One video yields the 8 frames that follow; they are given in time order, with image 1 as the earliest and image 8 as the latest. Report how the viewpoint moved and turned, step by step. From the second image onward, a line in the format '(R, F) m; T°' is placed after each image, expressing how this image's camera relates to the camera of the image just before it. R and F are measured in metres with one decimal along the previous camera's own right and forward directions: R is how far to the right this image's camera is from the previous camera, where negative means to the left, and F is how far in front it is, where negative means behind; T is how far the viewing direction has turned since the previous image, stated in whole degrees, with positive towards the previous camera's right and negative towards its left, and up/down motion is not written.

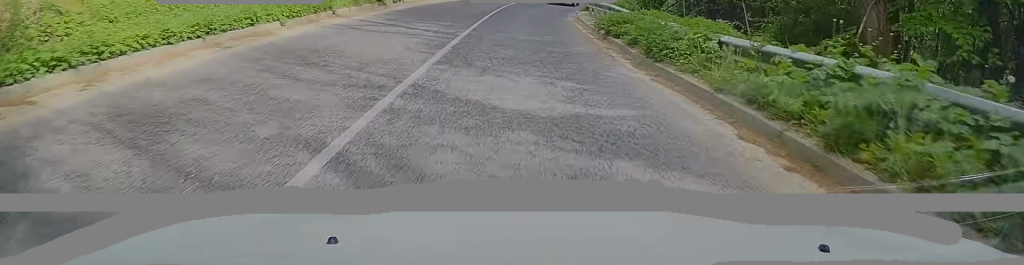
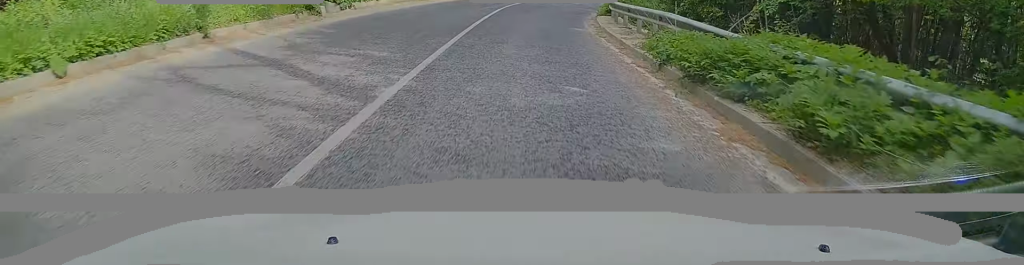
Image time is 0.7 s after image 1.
(+0.1, +8.1) m; +1°
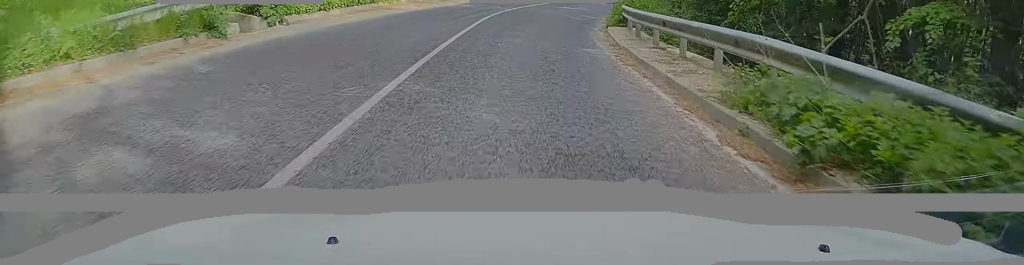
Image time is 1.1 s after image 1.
(0.0, +5.3) m; +1°
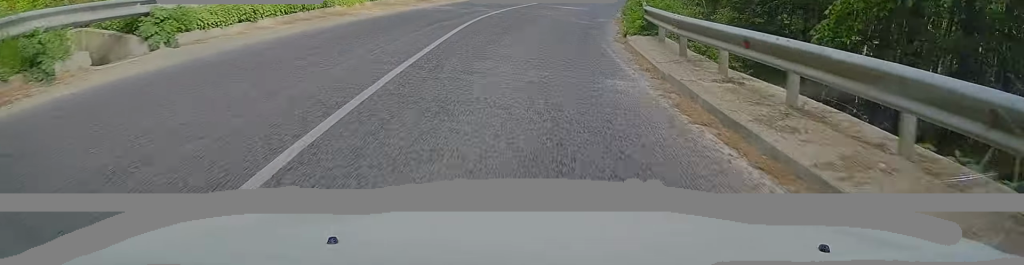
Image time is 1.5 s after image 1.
(-0.1, +4.9) m; +1°
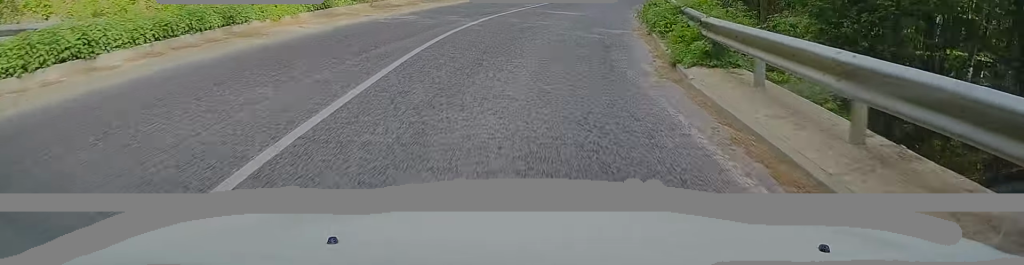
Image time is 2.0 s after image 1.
(+0.2, +5.7) m; +2°
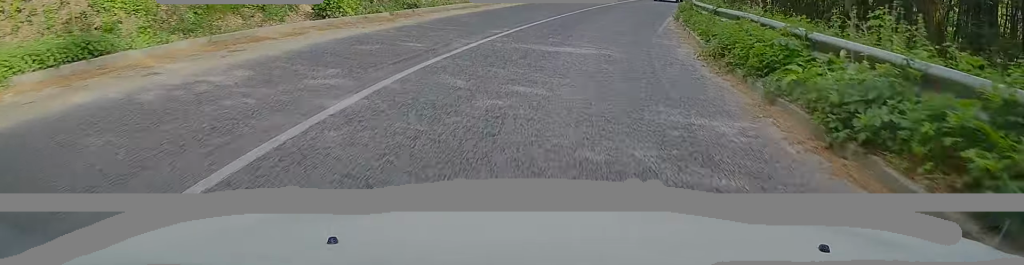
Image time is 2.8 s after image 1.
(+0.3, +9.9) m; +4°
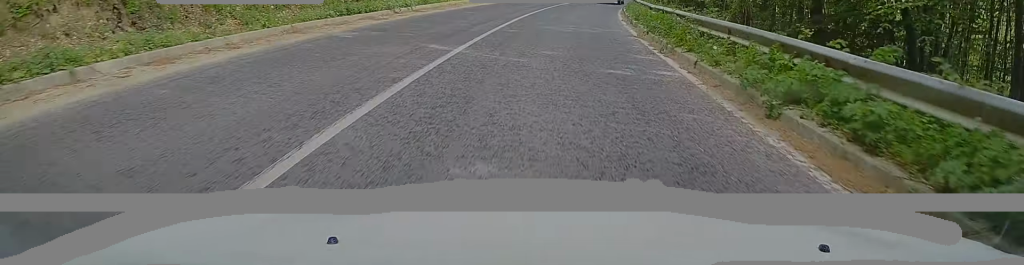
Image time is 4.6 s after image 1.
(+1.8, +22.2) m; +9°
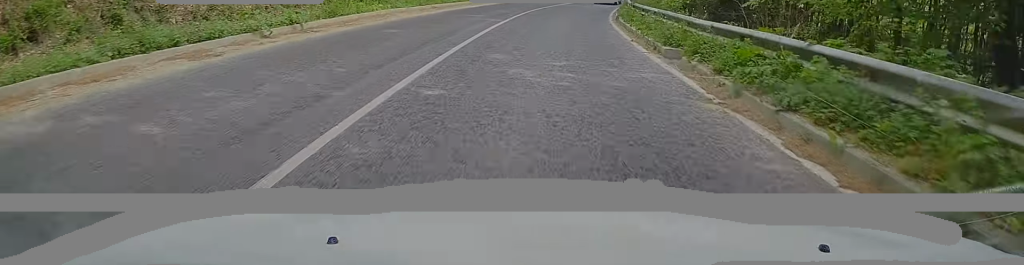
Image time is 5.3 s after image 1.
(+0.3, +9.1) m; +3°
